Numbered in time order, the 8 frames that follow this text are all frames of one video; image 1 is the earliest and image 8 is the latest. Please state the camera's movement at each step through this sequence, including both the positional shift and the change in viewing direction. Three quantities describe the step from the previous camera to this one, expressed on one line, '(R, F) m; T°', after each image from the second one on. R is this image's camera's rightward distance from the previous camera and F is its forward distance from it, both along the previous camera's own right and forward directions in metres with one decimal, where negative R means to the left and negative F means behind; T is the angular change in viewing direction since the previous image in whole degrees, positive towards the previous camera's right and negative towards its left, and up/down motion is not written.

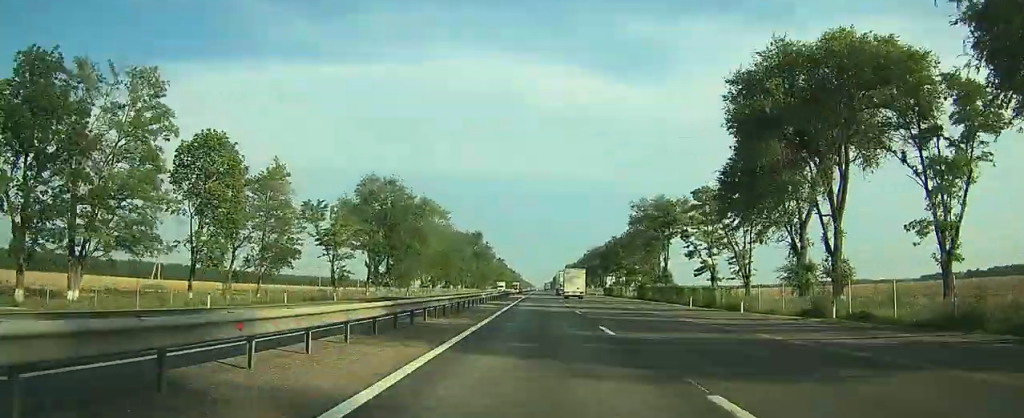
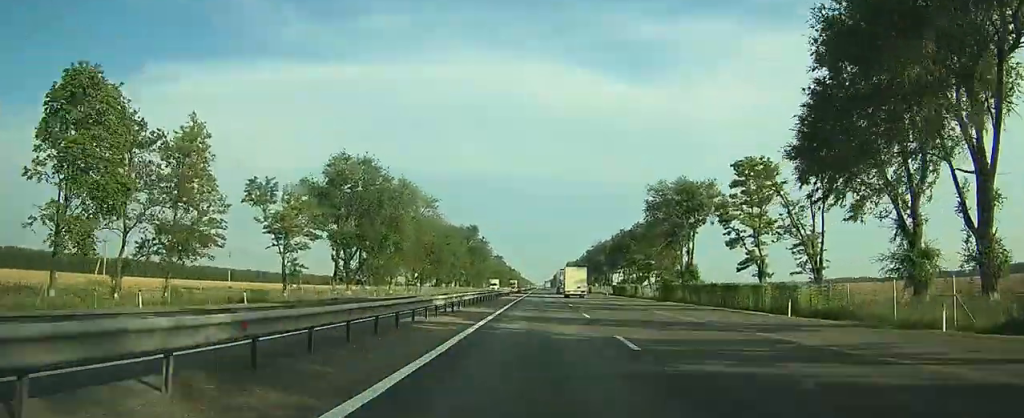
(+1.6, +18.3) m; +3°
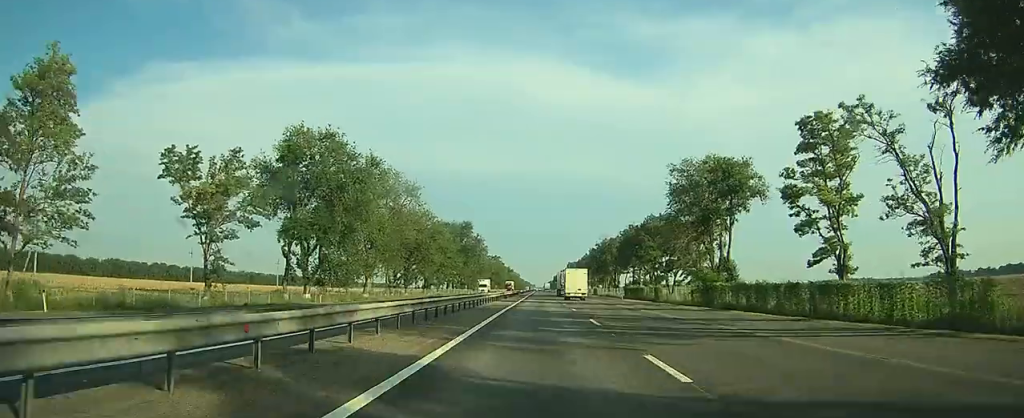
(+0.6, +17.9) m; +2°
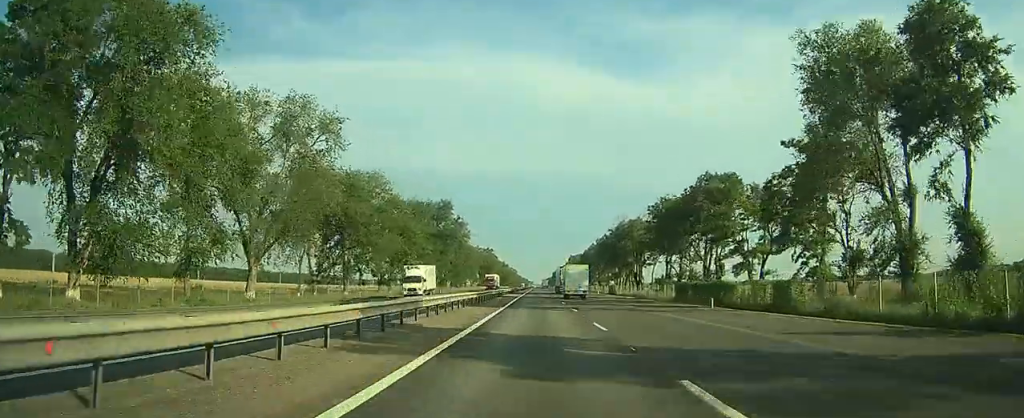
(0.0, +40.5) m; 0°
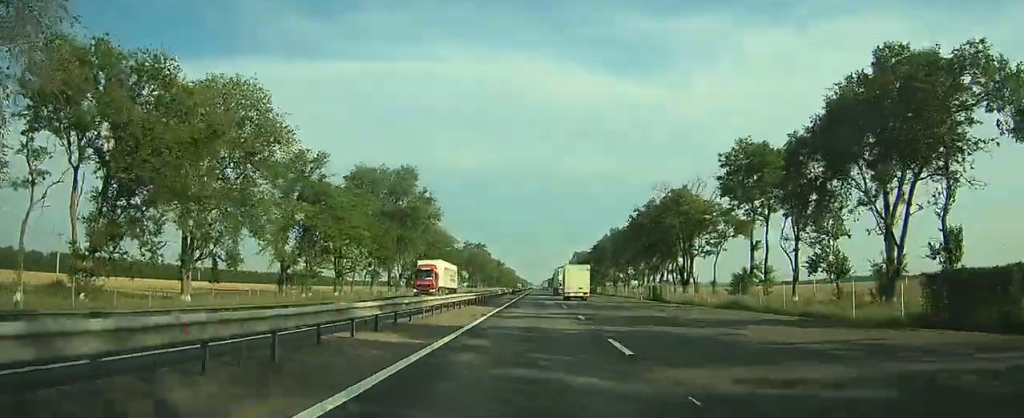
(0.0, +40.7) m; 0°
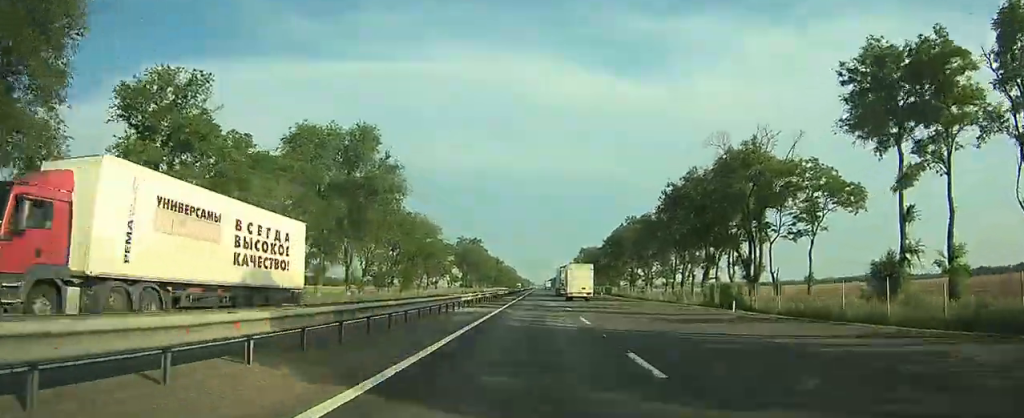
(+0.1, +25.7) m; +1°
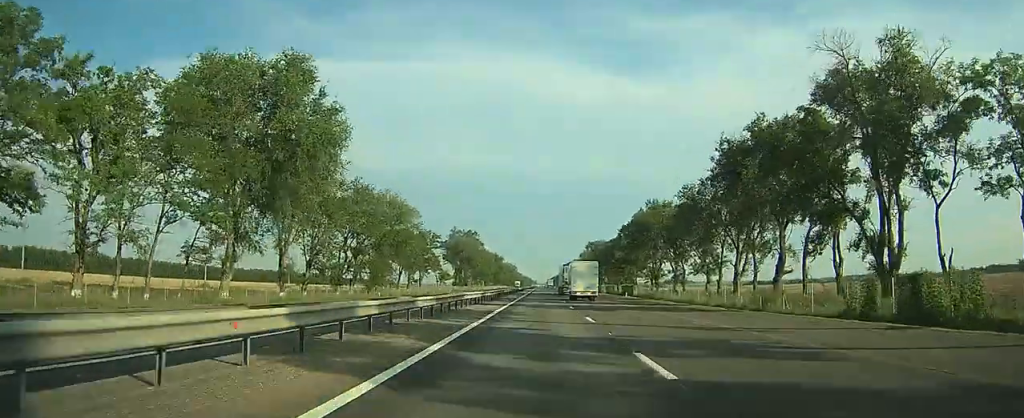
(+0.2, +23.5) m; 0°
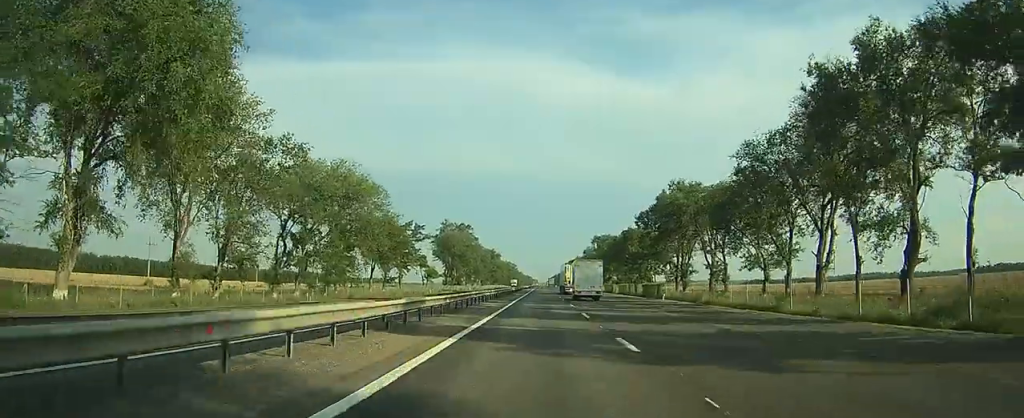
(+0.1, +20.3) m; -1°
